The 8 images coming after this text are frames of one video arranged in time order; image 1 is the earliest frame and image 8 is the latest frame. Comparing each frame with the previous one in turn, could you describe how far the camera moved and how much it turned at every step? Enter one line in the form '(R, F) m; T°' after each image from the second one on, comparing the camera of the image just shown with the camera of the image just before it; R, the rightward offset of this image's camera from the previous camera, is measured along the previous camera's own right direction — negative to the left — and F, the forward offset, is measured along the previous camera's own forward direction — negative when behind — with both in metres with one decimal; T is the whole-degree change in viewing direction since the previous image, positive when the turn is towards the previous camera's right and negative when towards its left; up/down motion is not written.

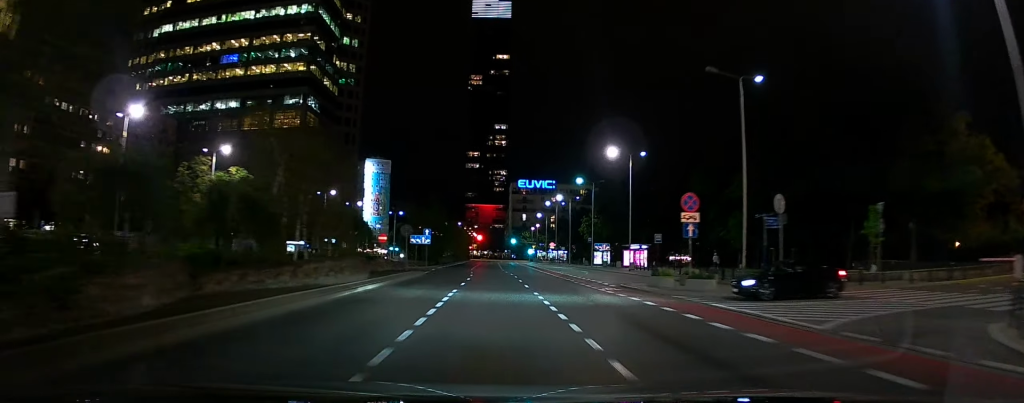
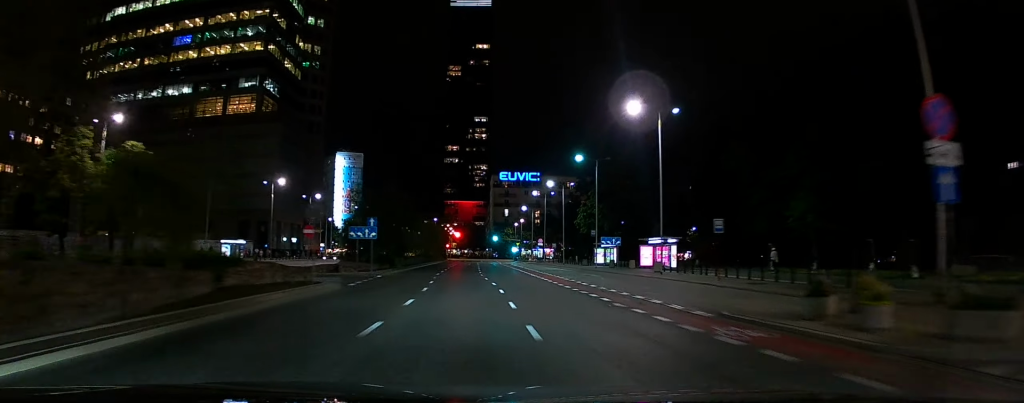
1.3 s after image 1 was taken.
(0.0, +16.3) m; 0°
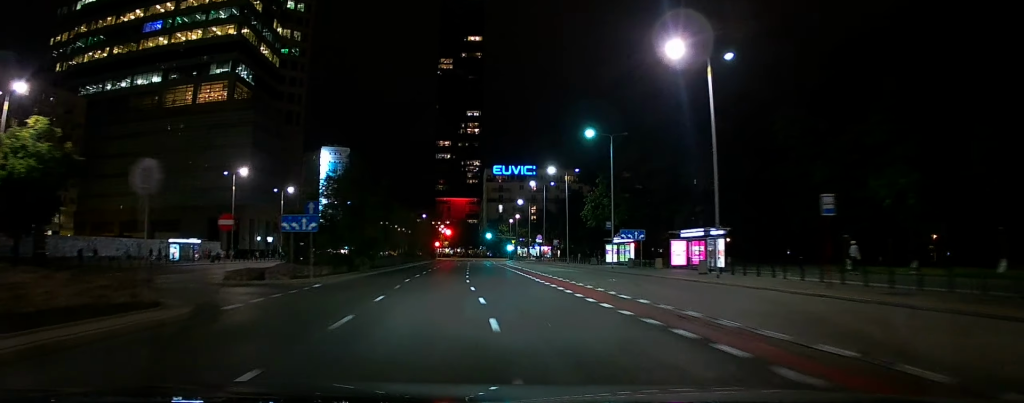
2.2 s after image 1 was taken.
(+0.1, +11.3) m; +1°
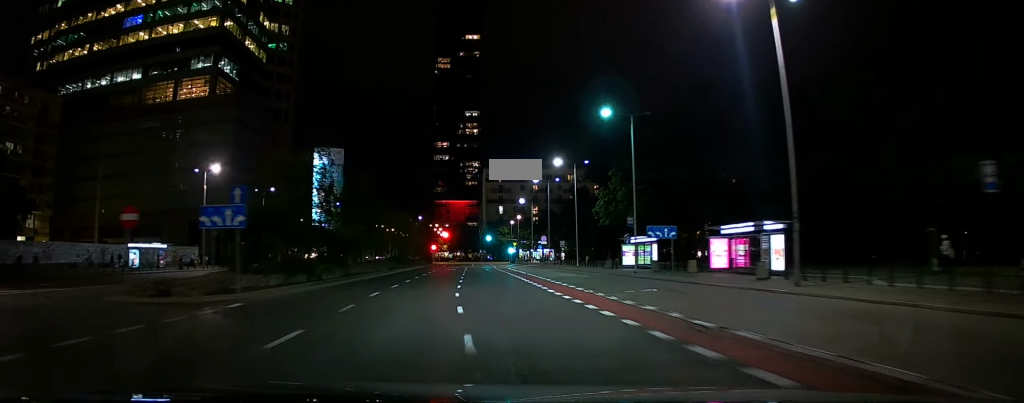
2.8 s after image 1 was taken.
(+0.1, +7.9) m; +1°
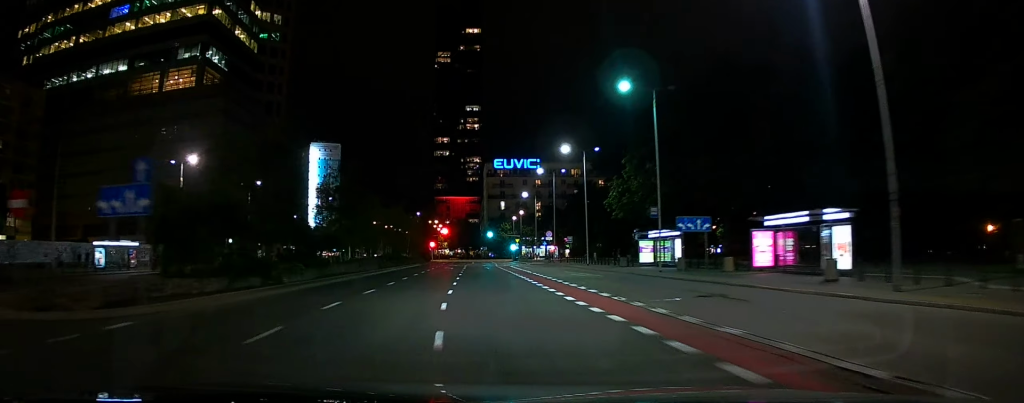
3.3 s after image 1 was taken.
(+0.1, +5.9) m; +1°
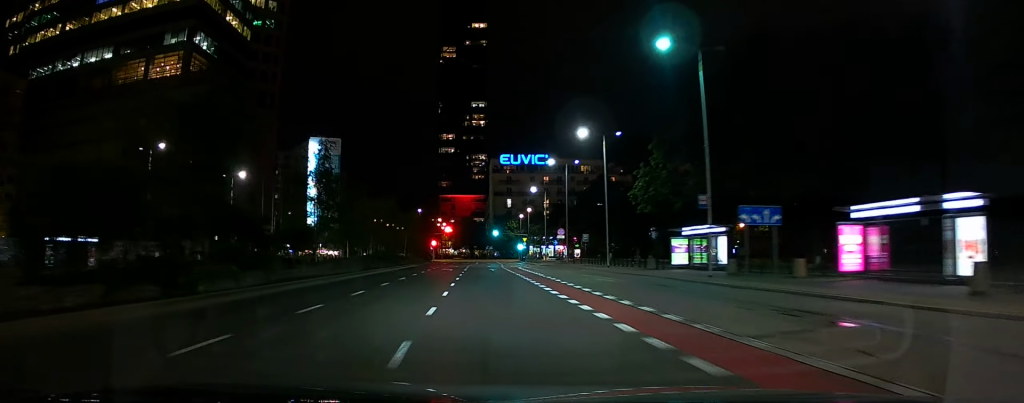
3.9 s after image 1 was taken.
(+0.1, +7.6) m; +1°
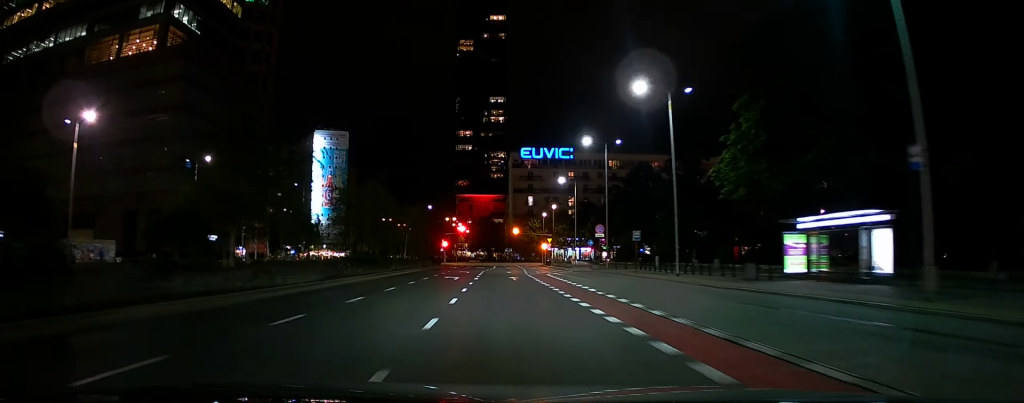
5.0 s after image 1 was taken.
(0.0, +14.4) m; 0°
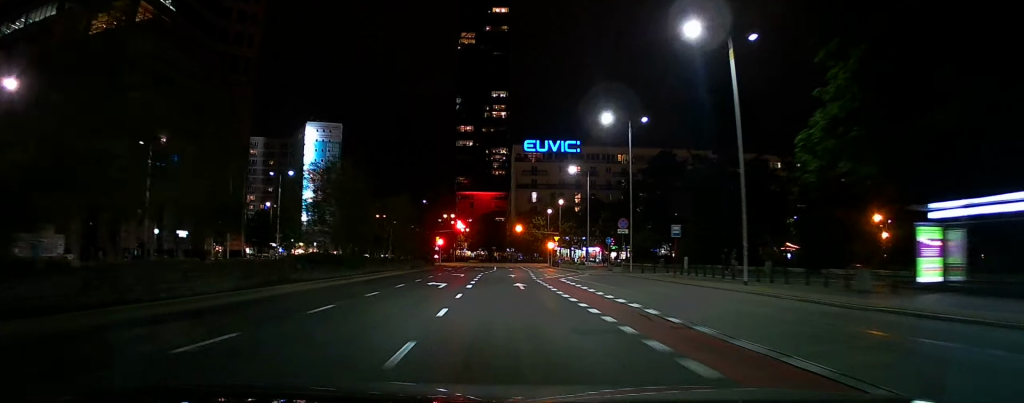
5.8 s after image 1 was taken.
(0.0, +9.8) m; -1°
